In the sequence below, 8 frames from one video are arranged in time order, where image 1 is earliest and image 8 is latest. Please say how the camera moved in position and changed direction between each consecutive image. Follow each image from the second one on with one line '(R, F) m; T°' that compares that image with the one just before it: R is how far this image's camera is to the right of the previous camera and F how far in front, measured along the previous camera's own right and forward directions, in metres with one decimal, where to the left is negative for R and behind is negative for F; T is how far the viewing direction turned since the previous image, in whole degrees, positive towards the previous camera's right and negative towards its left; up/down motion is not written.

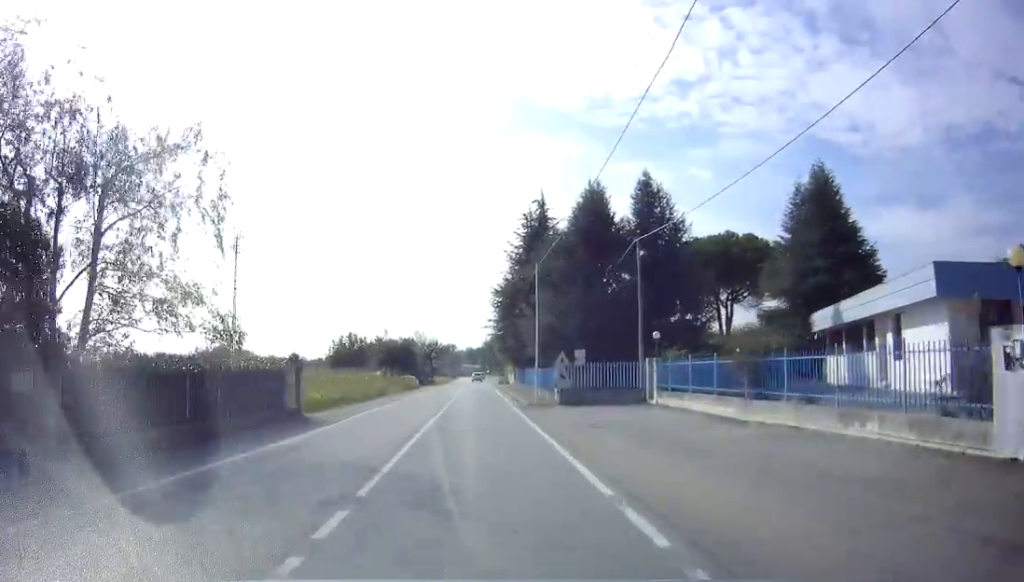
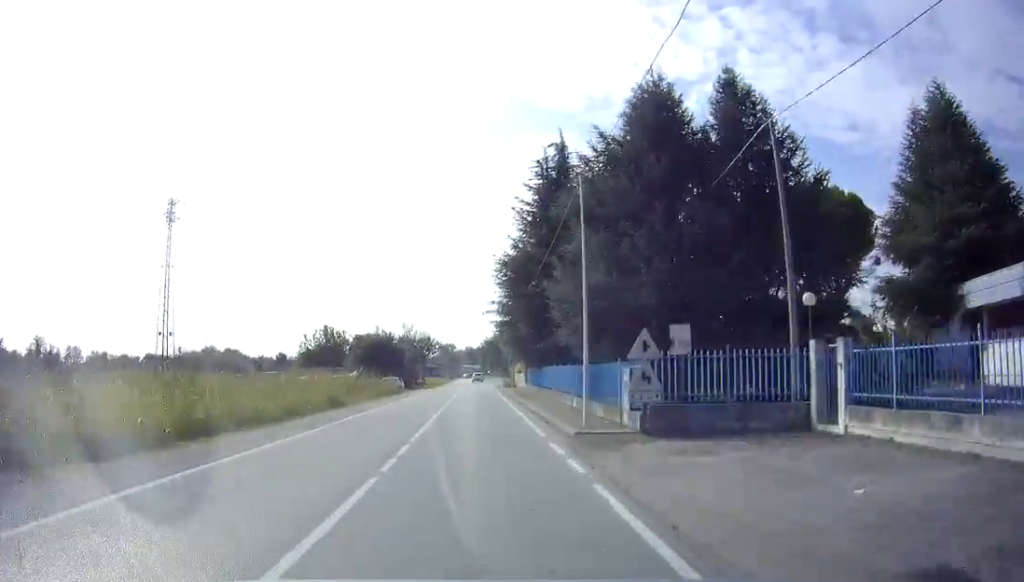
(-0.2, +14.4) m; -1°
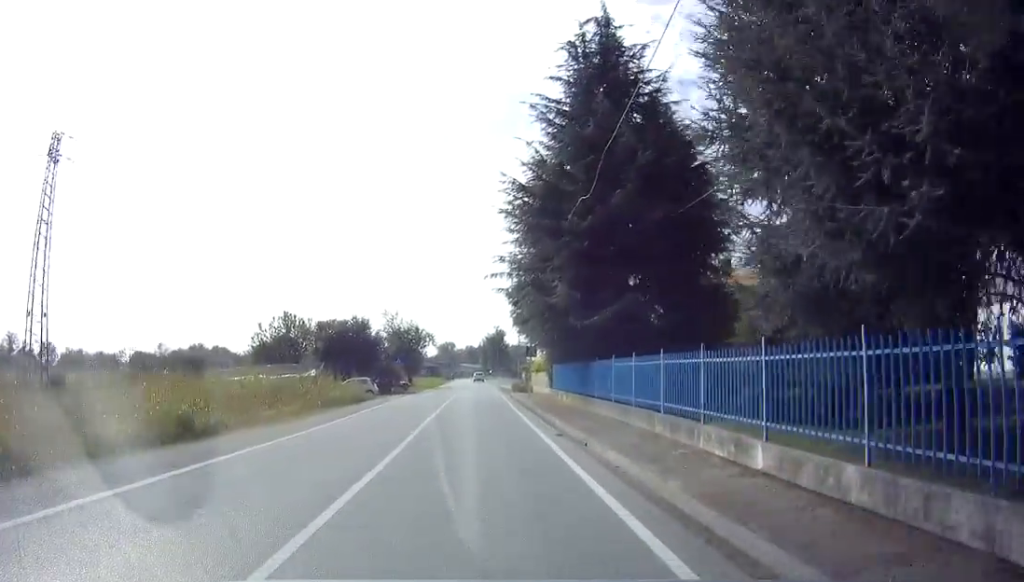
(-0.2, +16.7) m; -1°
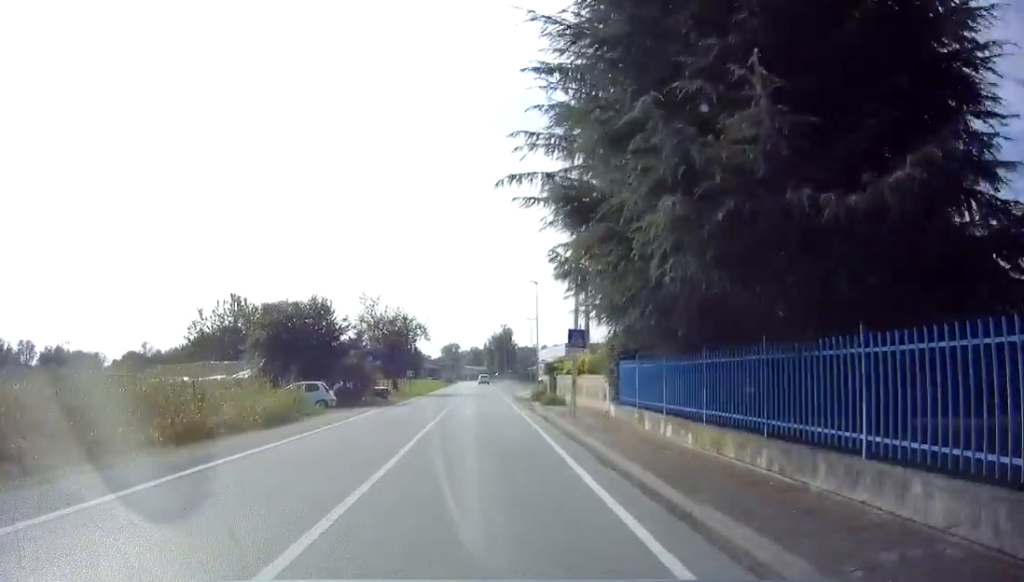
(0.0, +14.4) m; 0°
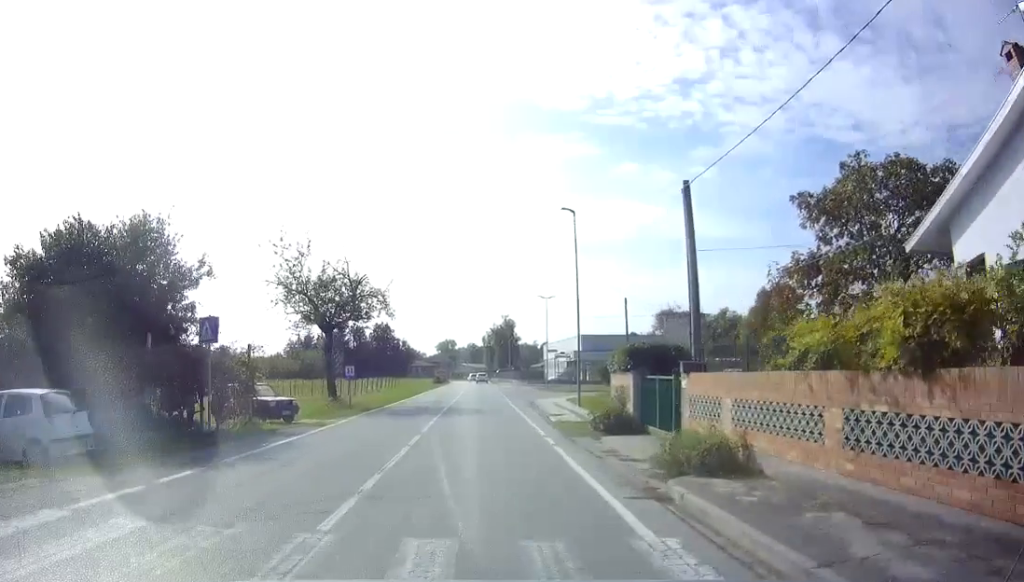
(0.0, +20.1) m; 0°
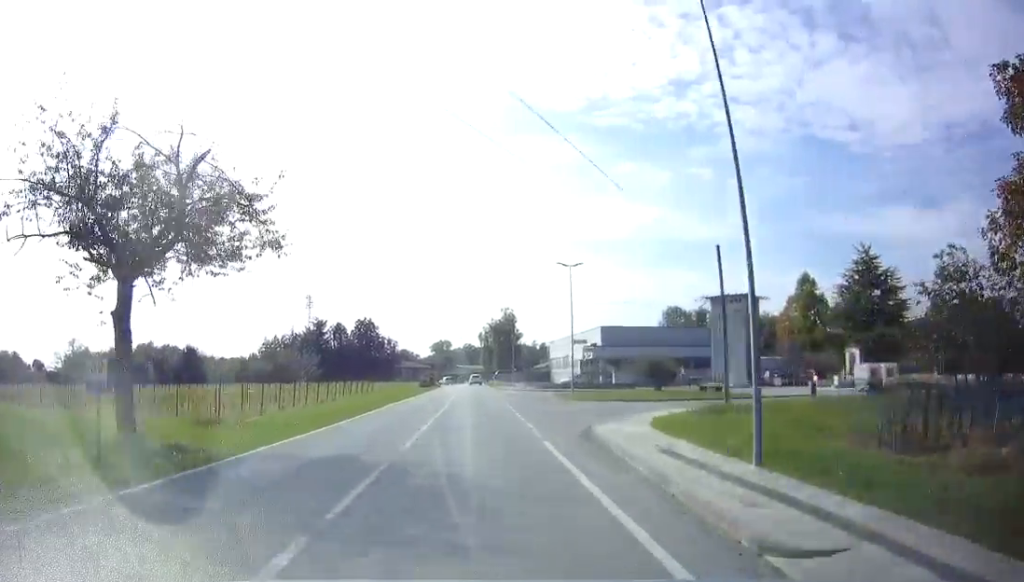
(0.0, +17.0) m; +1°
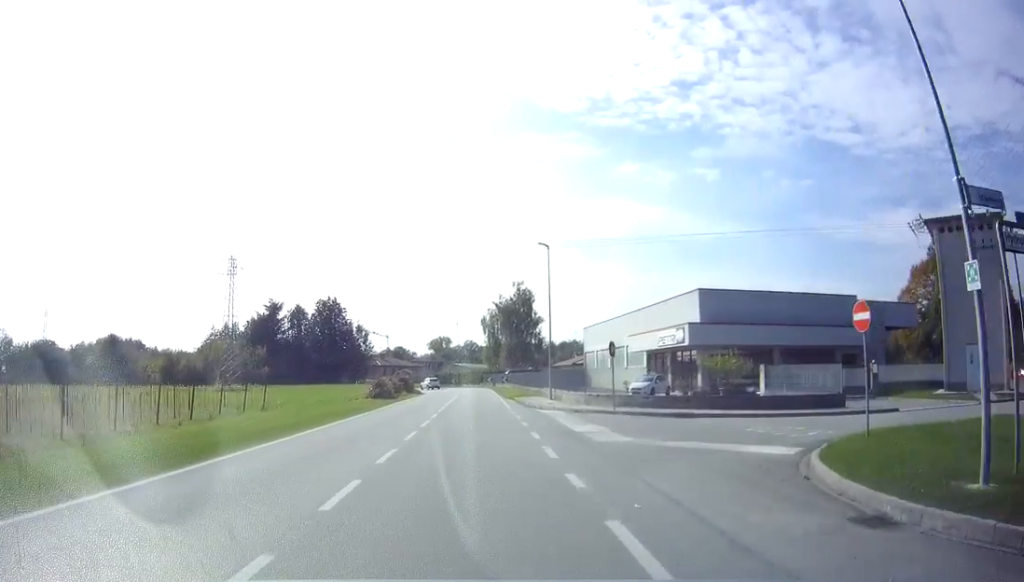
(+0.2, +33.2) m; -1°
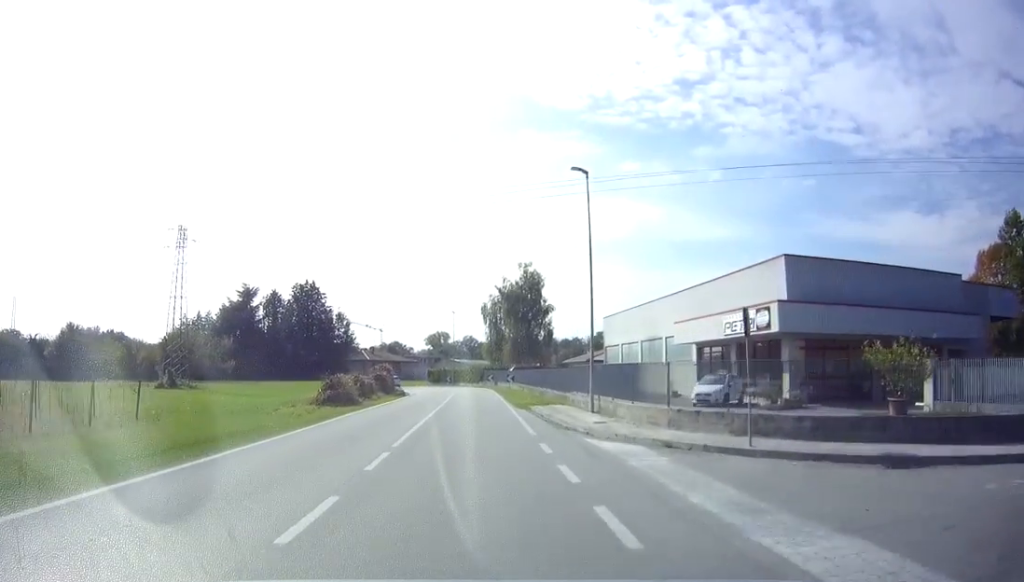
(-0.1, +12.2) m; 0°
